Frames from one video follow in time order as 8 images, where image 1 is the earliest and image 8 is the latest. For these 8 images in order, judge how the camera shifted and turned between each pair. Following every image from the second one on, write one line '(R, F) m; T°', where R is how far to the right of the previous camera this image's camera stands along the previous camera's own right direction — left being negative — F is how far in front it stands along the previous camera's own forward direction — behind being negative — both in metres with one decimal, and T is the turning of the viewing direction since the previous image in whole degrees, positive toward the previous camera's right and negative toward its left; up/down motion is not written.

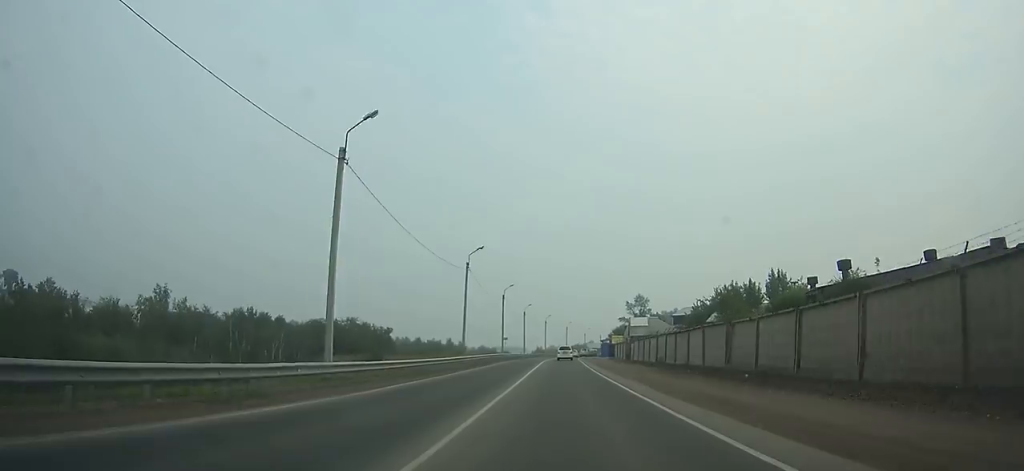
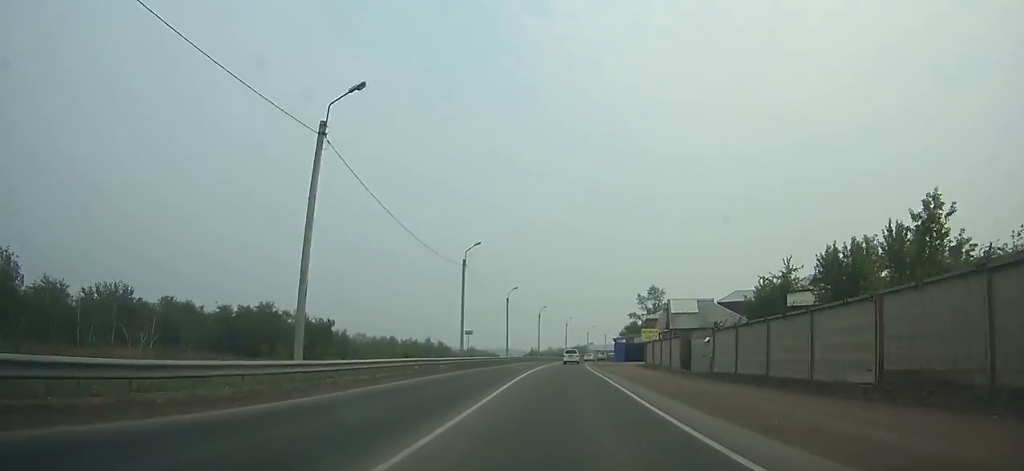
(+0.2, +31.5) m; +1°
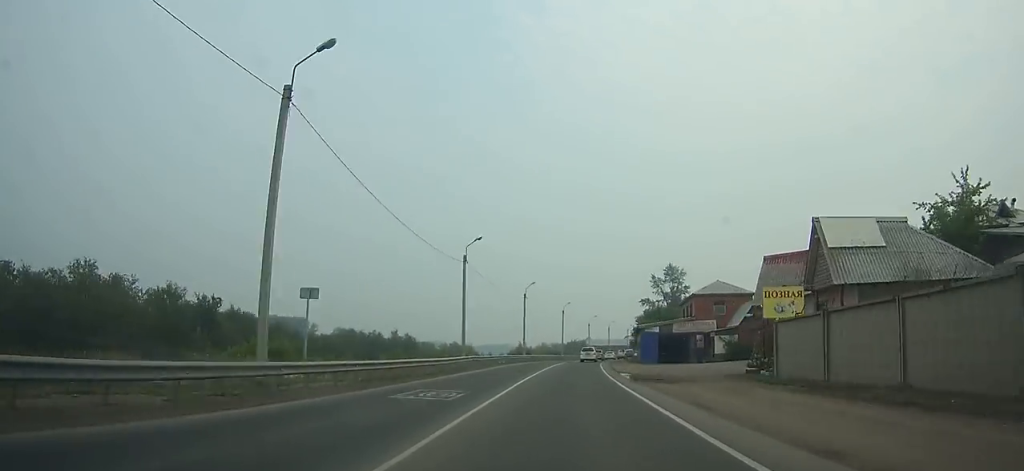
(-0.1, +31.3) m; +1°
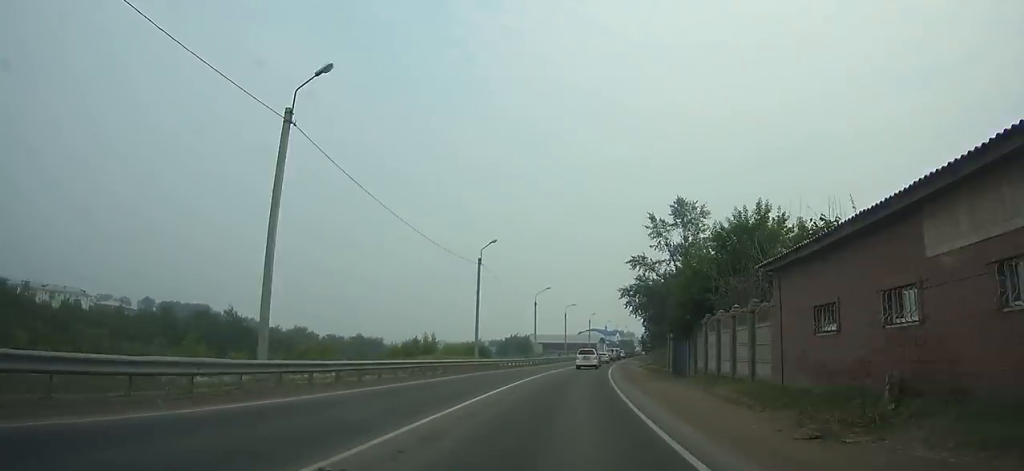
(+2.8, +53.1) m; +6°
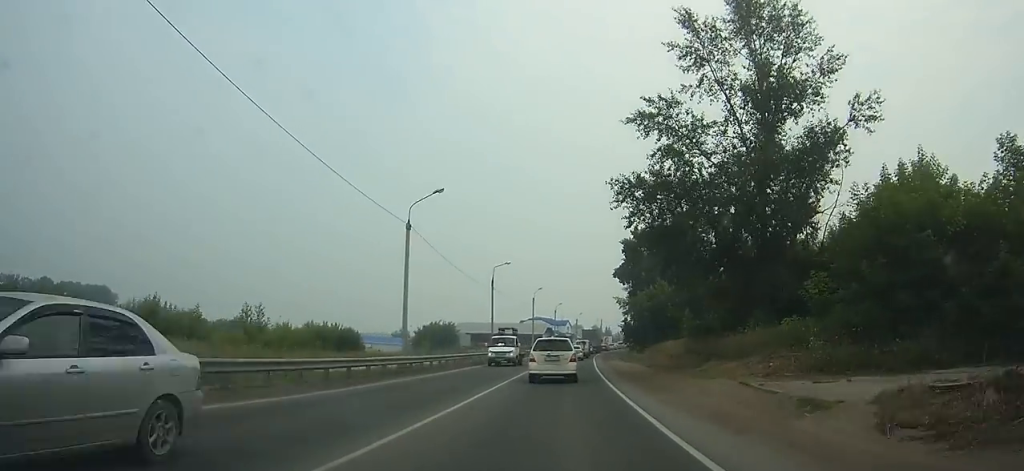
(+1.3, +39.7) m; +2°
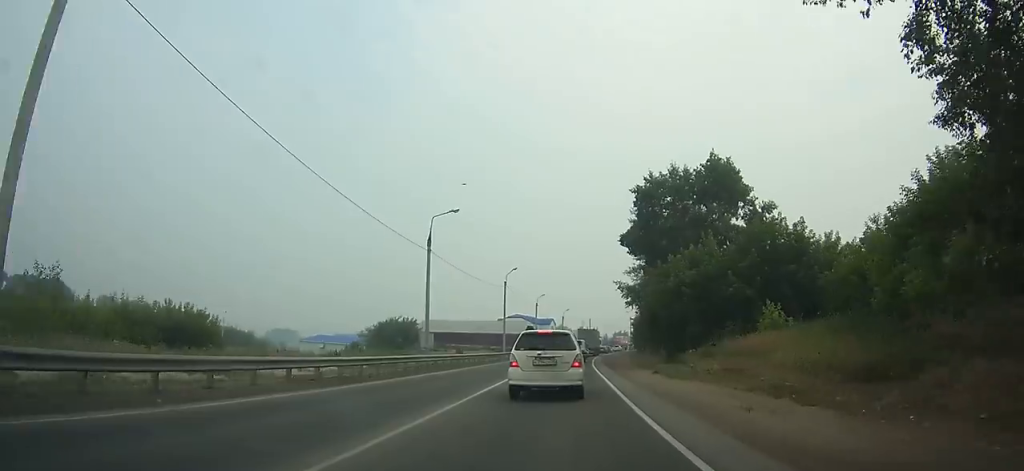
(0.0, +24.5) m; +1°
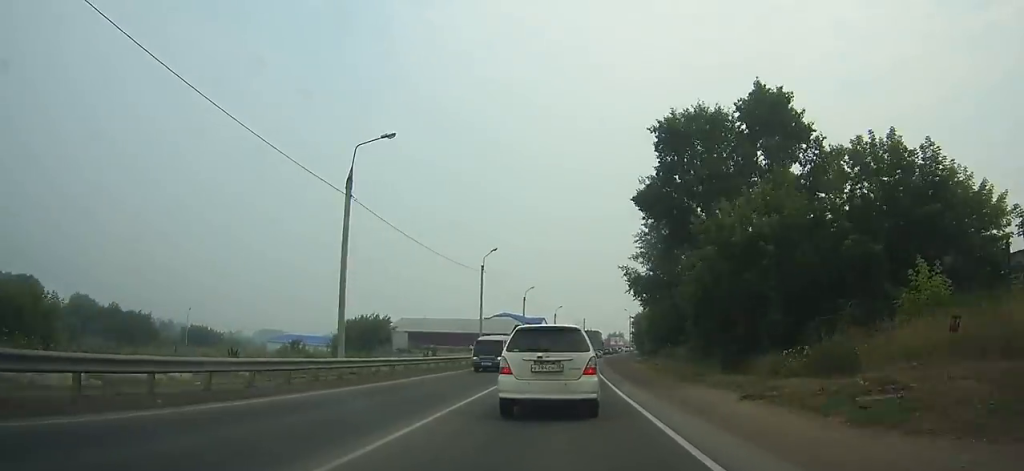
(+0.2, +13.9) m; +1°
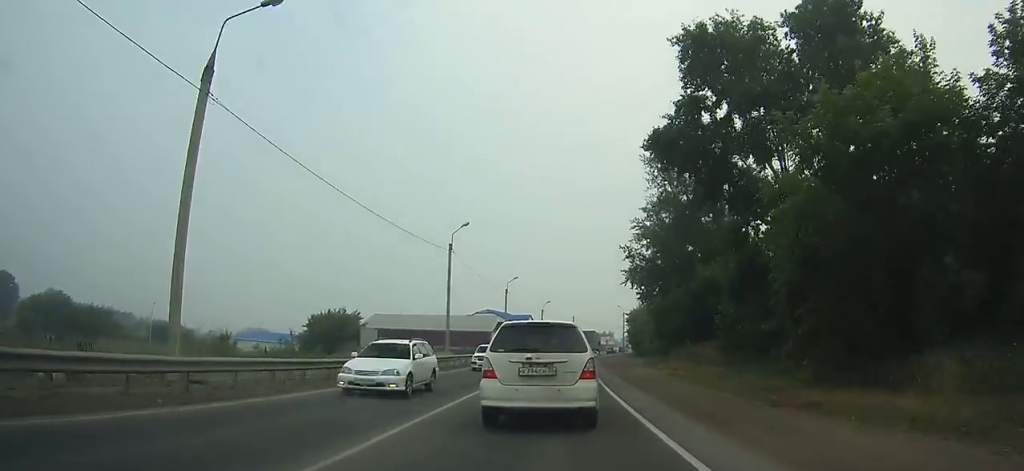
(+0.1, +11.8) m; +1°
